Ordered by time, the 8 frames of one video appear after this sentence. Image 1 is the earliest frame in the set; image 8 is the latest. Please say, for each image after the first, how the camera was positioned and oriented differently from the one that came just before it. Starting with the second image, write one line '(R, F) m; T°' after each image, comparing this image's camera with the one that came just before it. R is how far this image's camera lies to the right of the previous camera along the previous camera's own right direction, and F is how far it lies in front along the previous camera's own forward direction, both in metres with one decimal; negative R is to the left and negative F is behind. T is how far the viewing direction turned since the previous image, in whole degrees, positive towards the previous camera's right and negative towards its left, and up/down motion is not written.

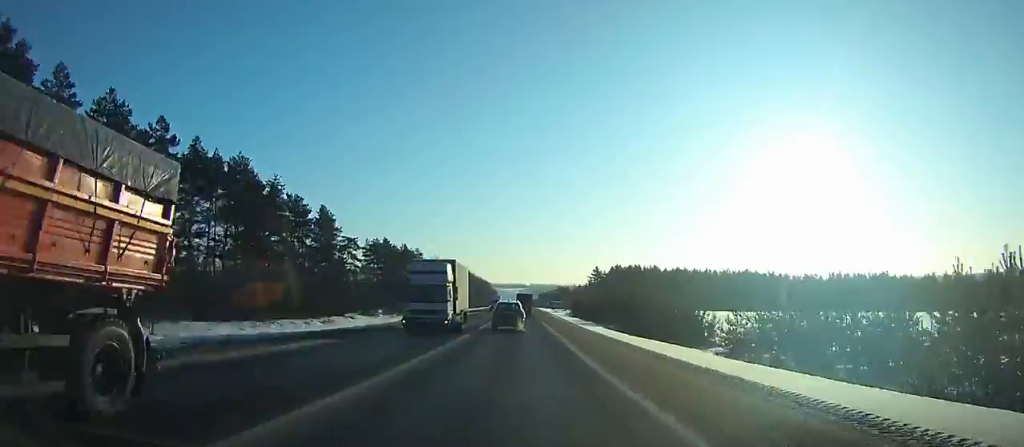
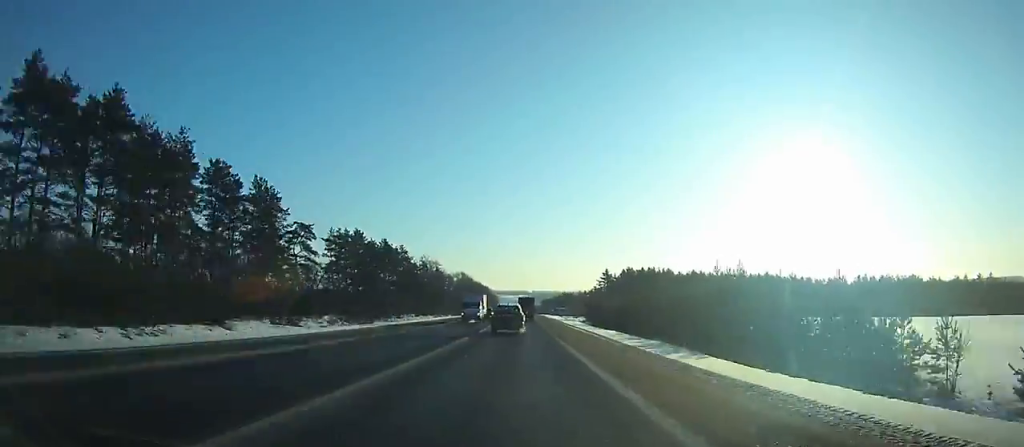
(+0.1, +28.1) m; 0°
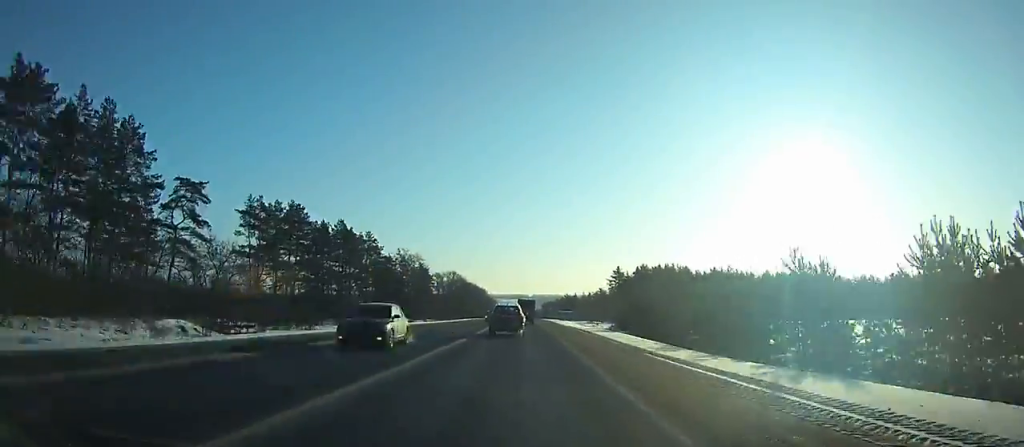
(0.0, +34.7) m; 0°
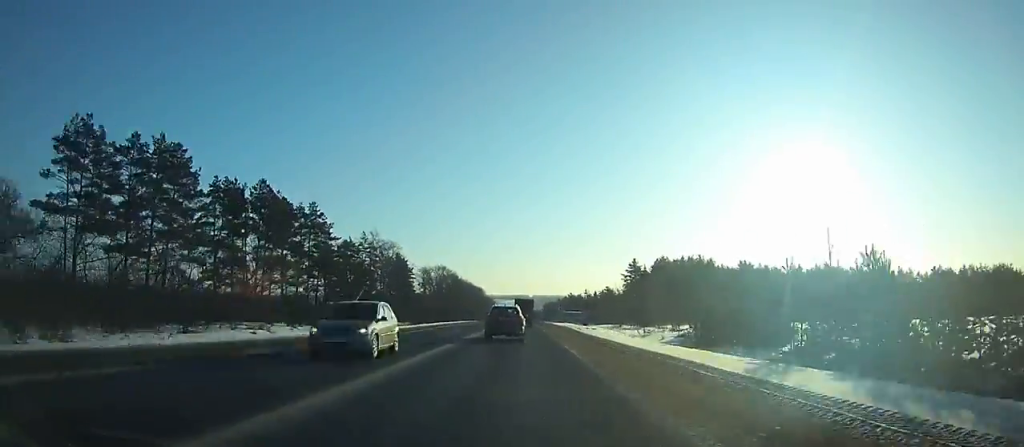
(0.0, +34.8) m; 0°
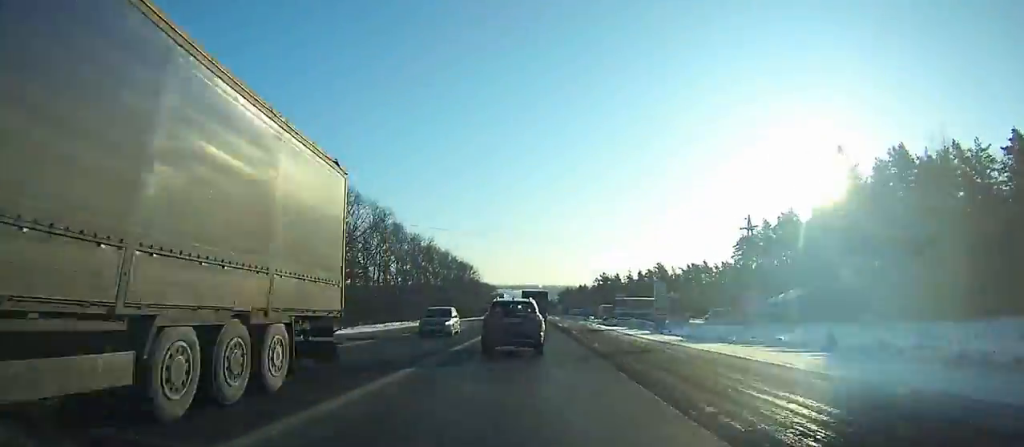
(-0.2, +134.2) m; 0°
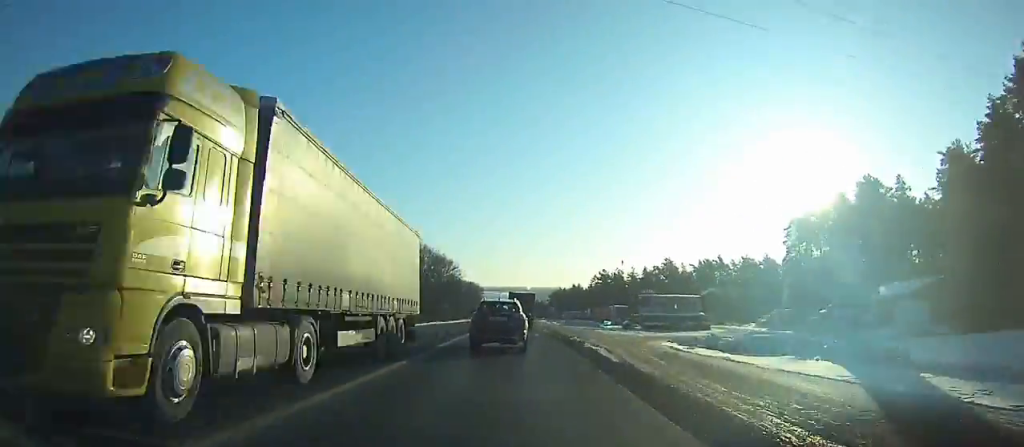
(+0.4, +39.3) m; 0°
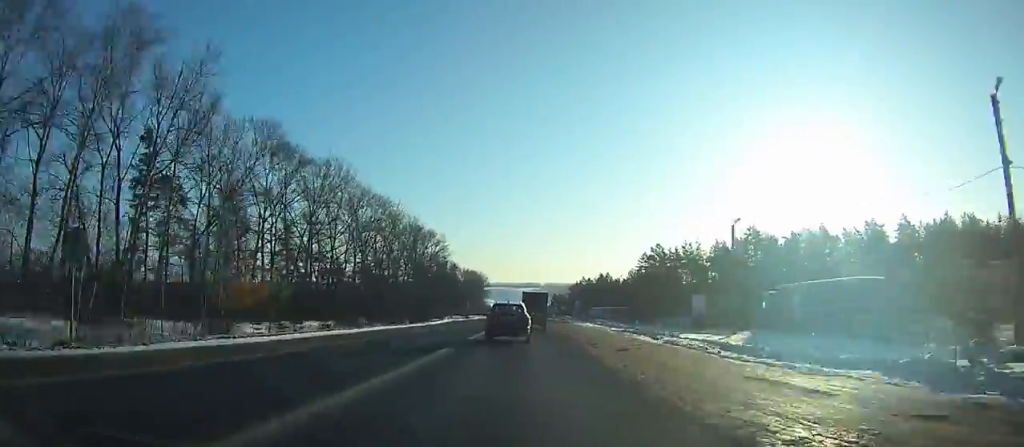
(-0.7, +82.9) m; -1°
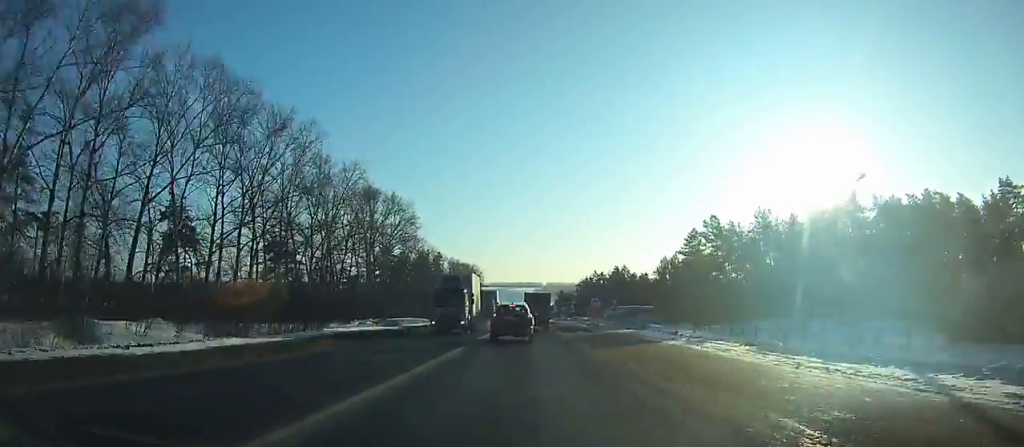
(-0.3, +49.7) m; 0°
